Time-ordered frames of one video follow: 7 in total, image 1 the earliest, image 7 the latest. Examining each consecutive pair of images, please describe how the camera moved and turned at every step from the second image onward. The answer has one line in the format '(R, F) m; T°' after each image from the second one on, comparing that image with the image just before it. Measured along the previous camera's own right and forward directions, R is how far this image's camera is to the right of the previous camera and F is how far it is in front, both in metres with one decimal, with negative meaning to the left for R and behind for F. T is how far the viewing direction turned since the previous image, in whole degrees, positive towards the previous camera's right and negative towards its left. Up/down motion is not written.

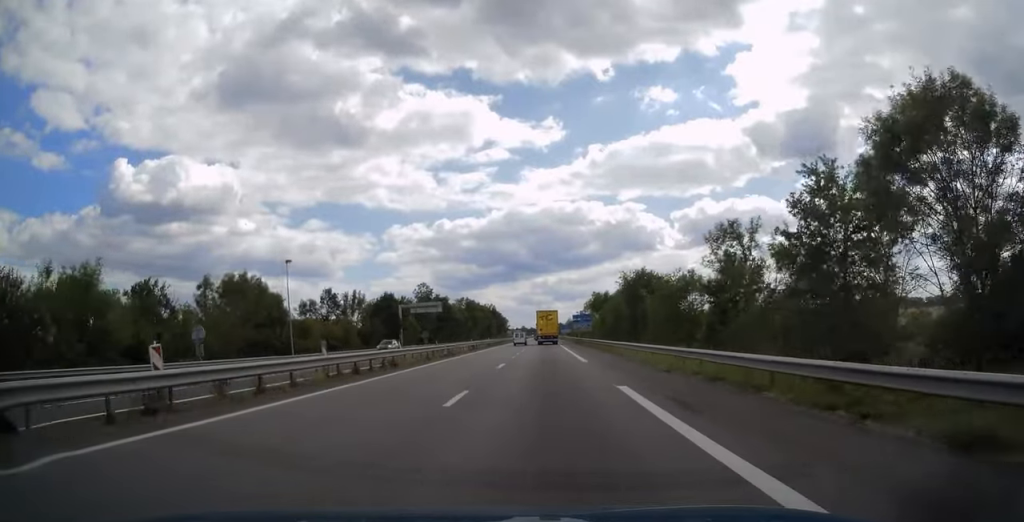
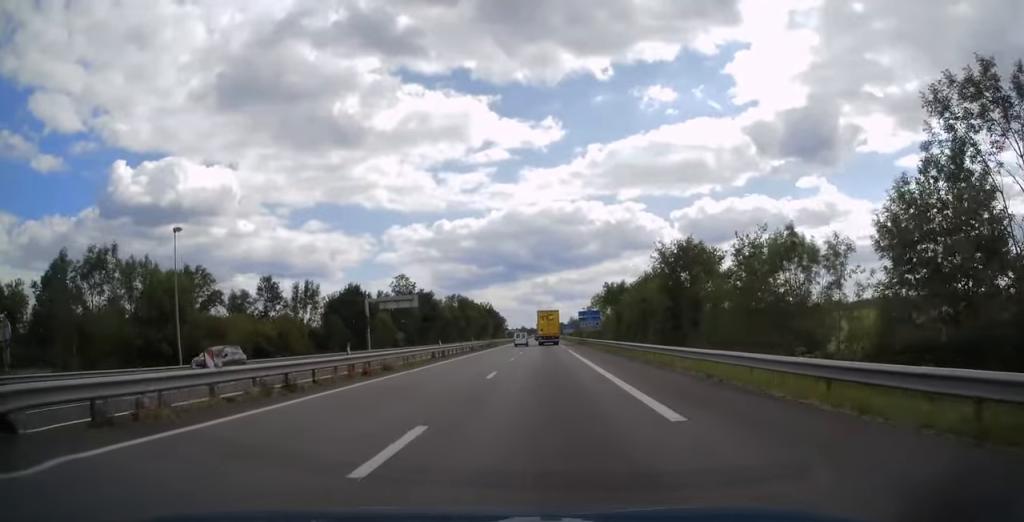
(0.0, +18.0) m; 0°
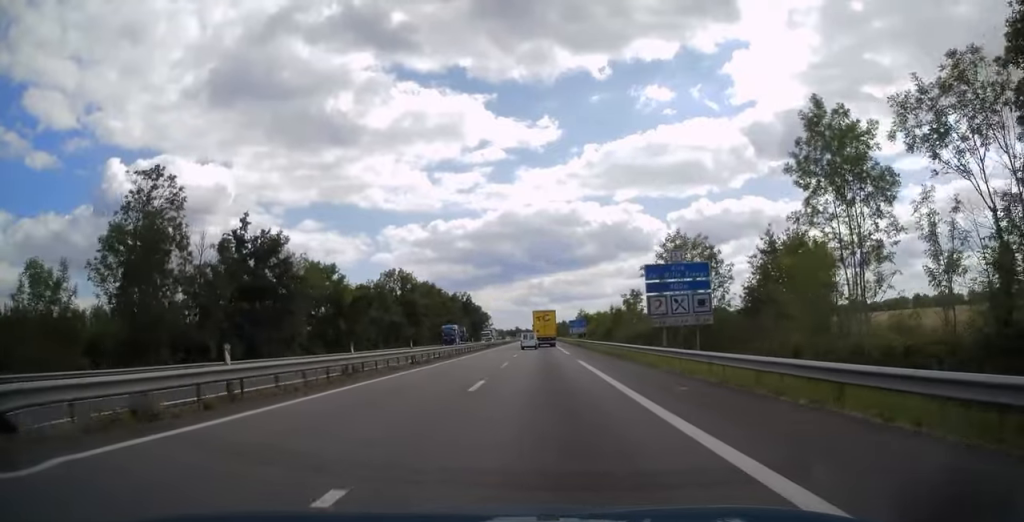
(-0.3, +67.3) m; 0°
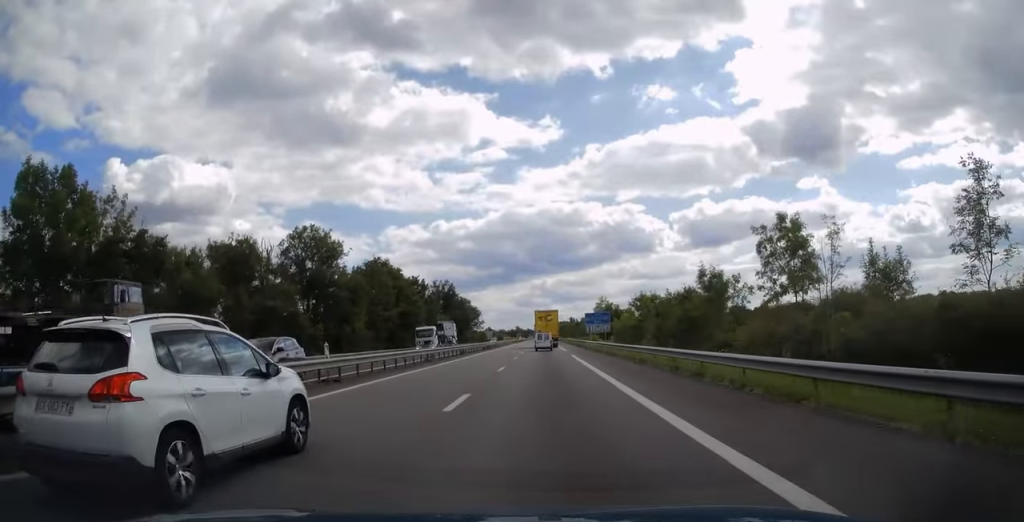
(0.0, +42.7) m; 0°
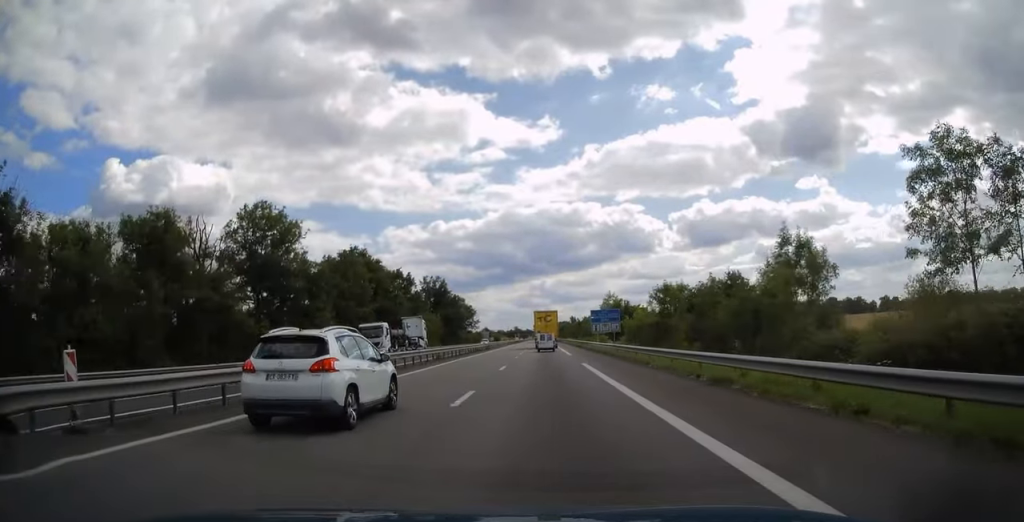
(-0.1, +11.8) m; 0°
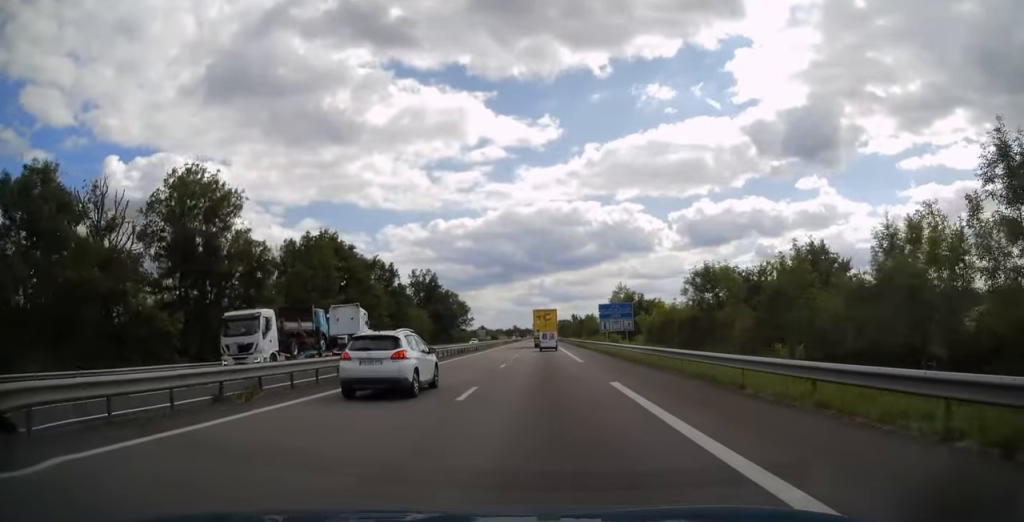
(-0.1, +11.8) m; 0°
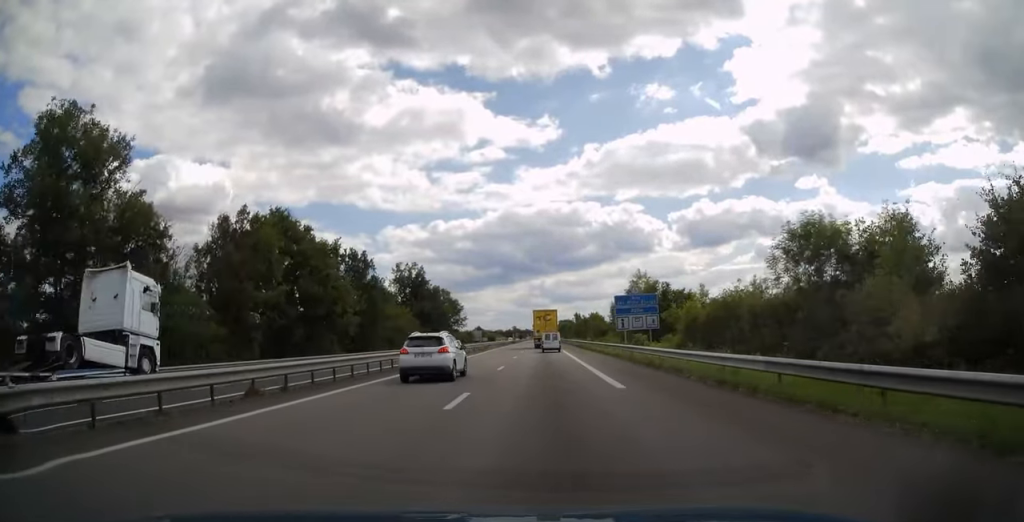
(+0.1, +14.2) m; 0°
